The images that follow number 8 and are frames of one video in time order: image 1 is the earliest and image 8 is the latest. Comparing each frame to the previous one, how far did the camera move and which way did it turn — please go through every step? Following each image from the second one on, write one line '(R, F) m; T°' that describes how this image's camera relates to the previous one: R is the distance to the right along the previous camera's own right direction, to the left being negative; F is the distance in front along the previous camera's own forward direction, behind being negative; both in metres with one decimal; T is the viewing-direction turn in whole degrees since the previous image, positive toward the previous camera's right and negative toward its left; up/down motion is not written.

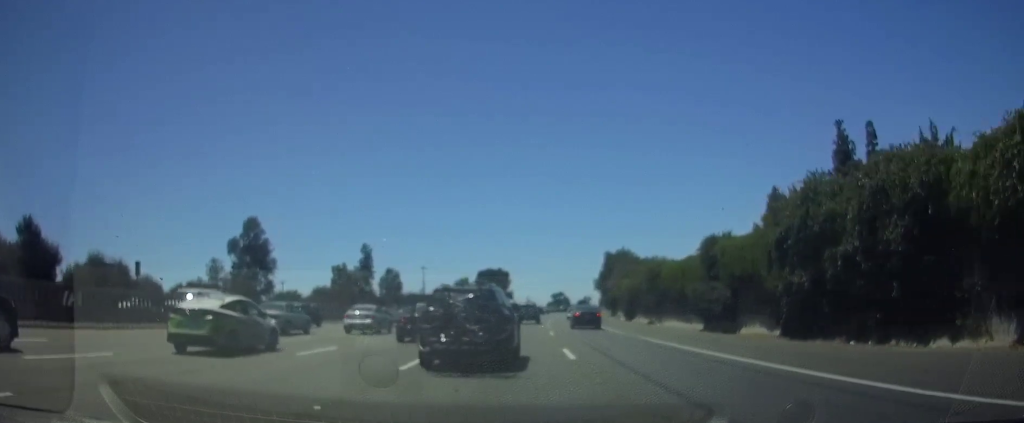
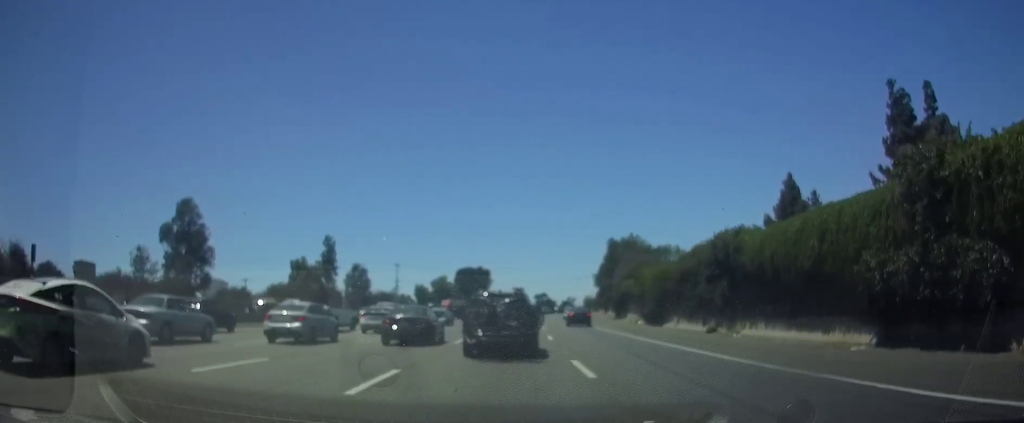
(+0.3, +19.2) m; +1°
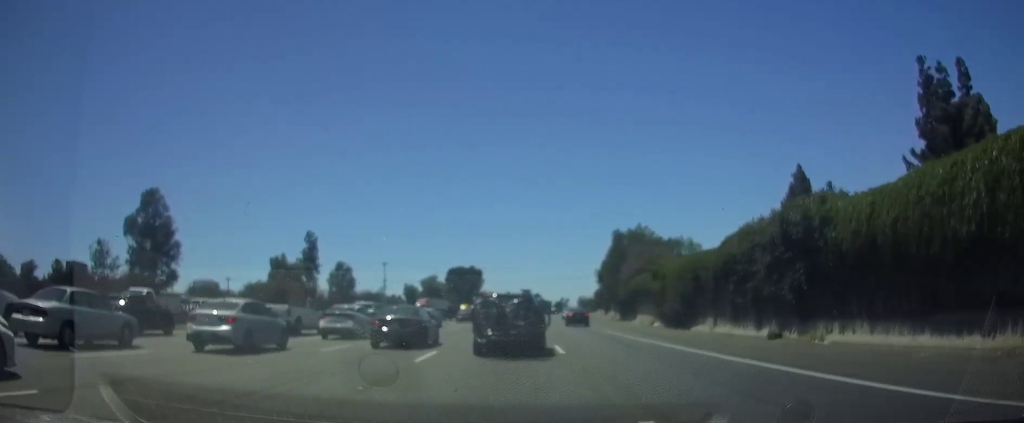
(0.0, +8.6) m; 0°
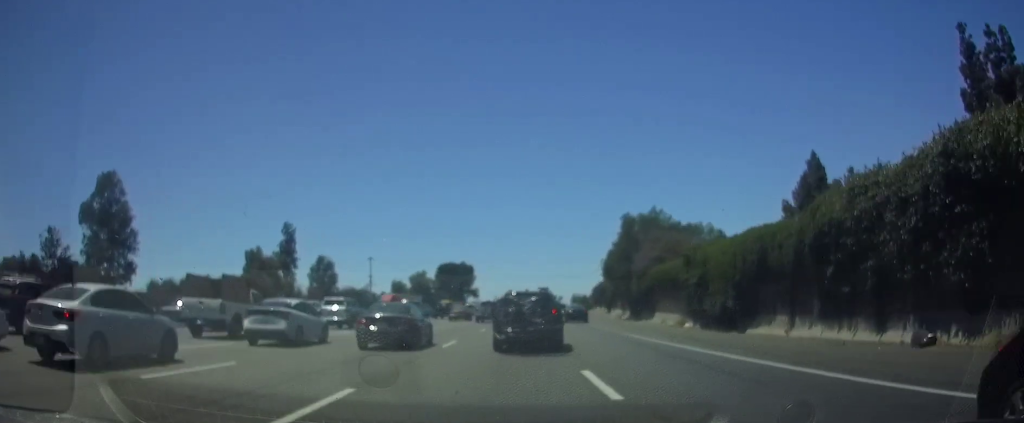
(0.0, +9.6) m; 0°
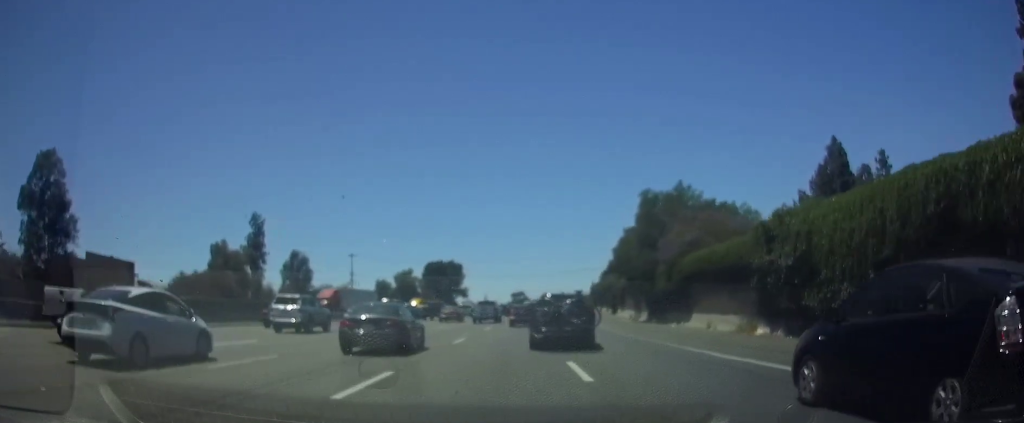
(+0.1, +12.2) m; +1°
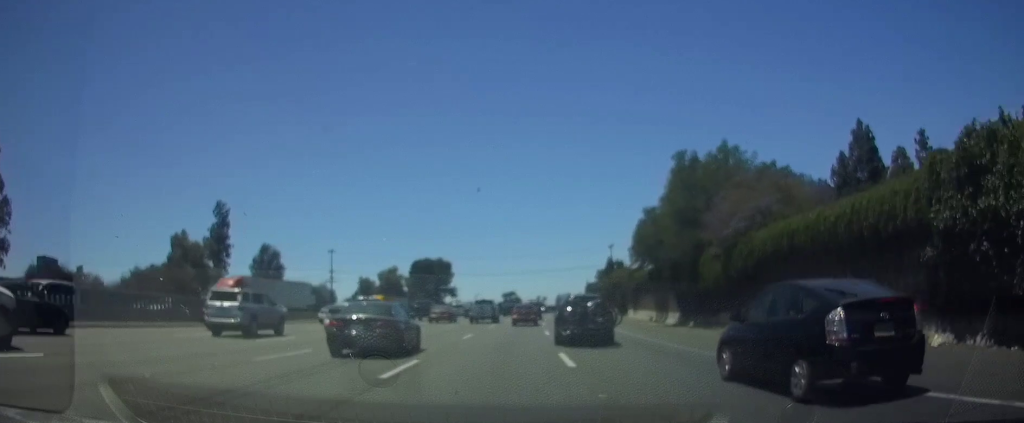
(+0.1, +12.4) m; +1°
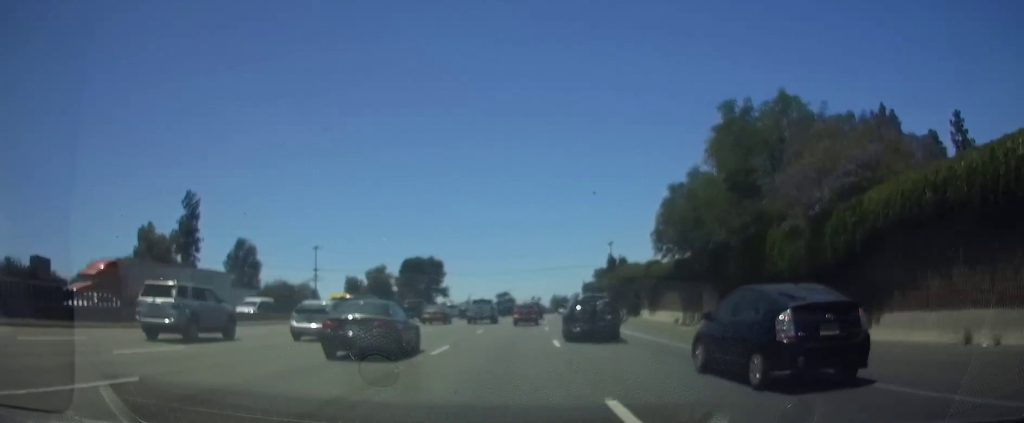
(+0.1, +9.2) m; +1°
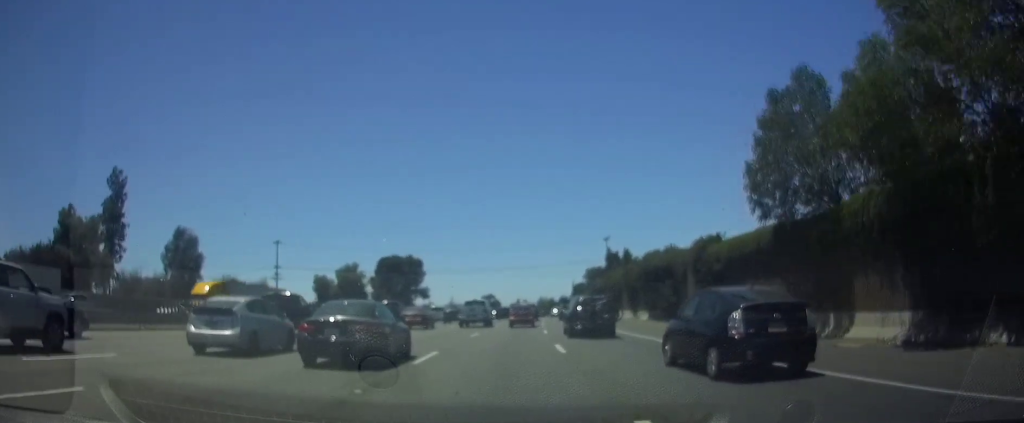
(+0.1, +17.2) m; +1°
